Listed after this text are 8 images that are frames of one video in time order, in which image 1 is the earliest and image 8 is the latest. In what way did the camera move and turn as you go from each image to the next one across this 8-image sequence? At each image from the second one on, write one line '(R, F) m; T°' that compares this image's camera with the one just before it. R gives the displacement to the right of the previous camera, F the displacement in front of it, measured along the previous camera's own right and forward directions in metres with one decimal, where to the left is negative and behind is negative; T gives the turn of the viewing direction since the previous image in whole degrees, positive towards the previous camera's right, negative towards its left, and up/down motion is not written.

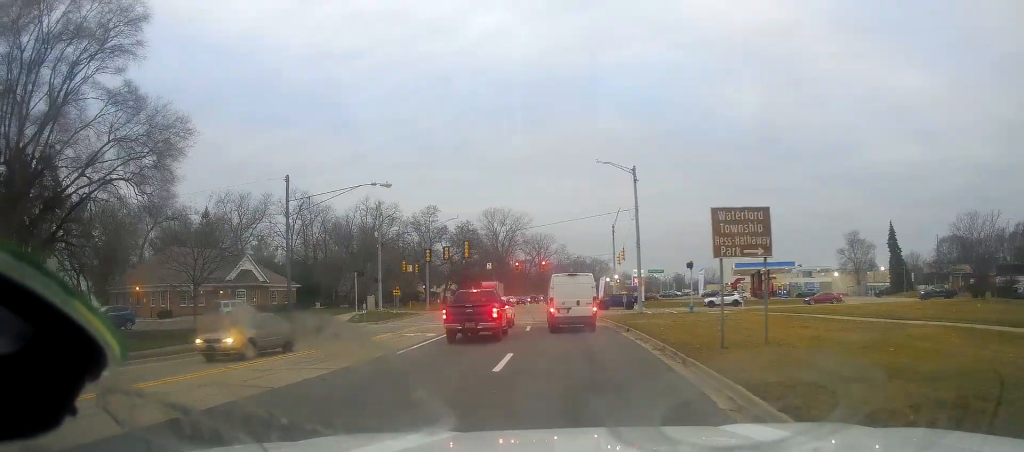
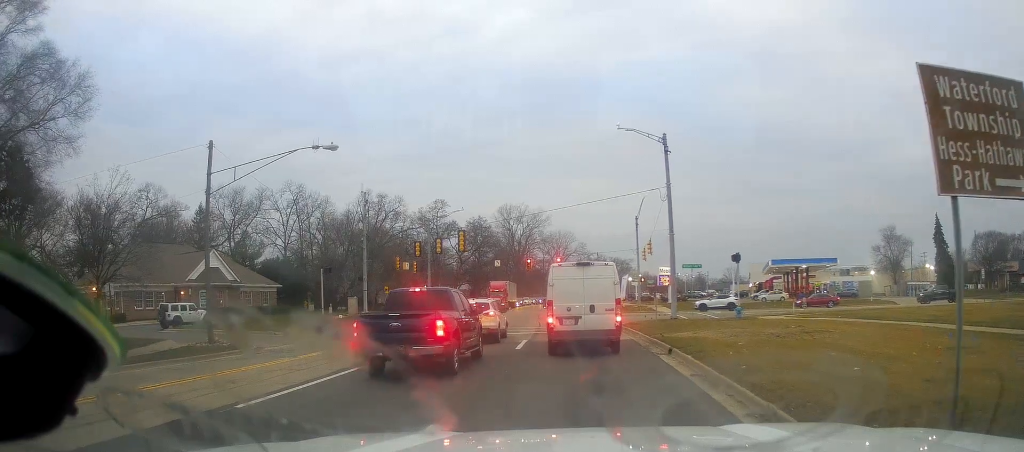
(+0.1, +9.0) m; +2°
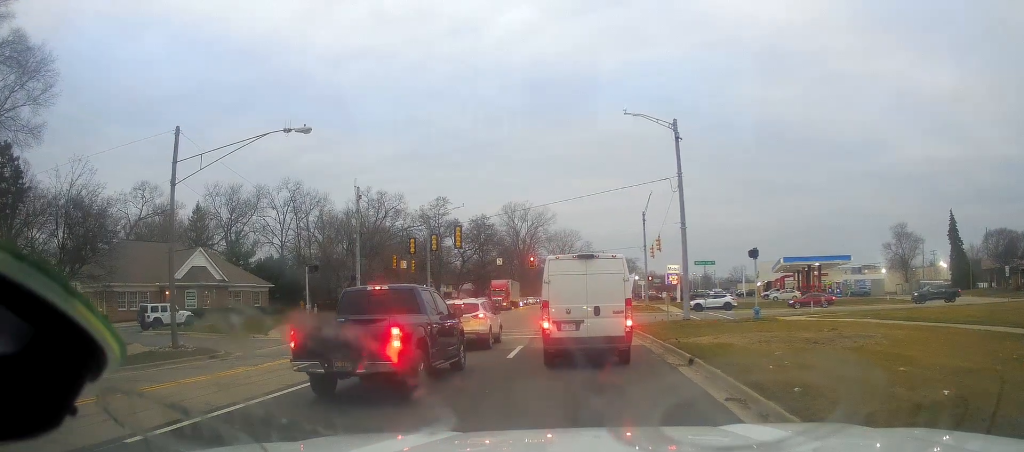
(-0.1, +2.6) m; +2°
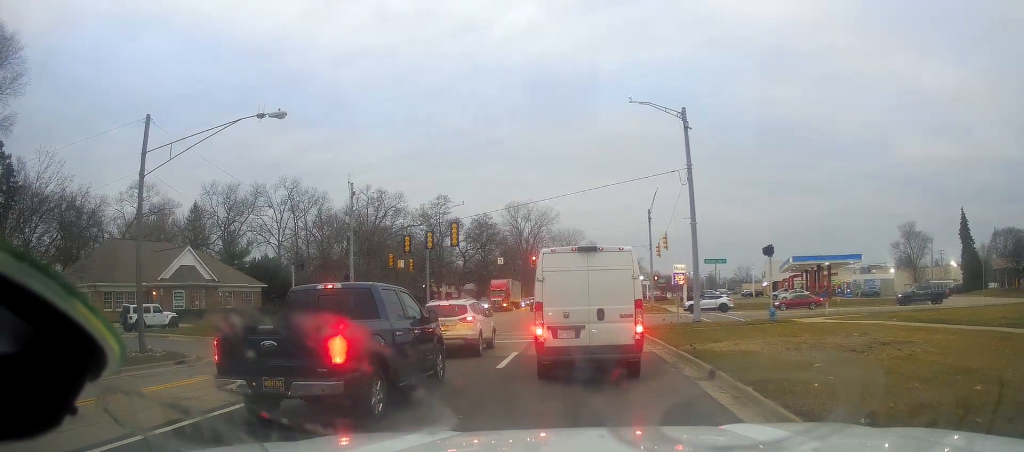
(+0.1, +2.1) m; +1°
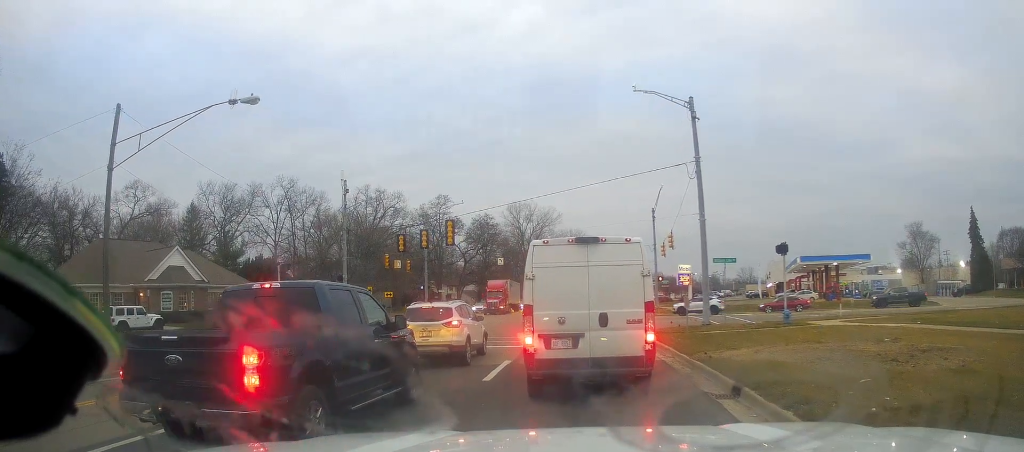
(+0.3, +1.3) m; 0°
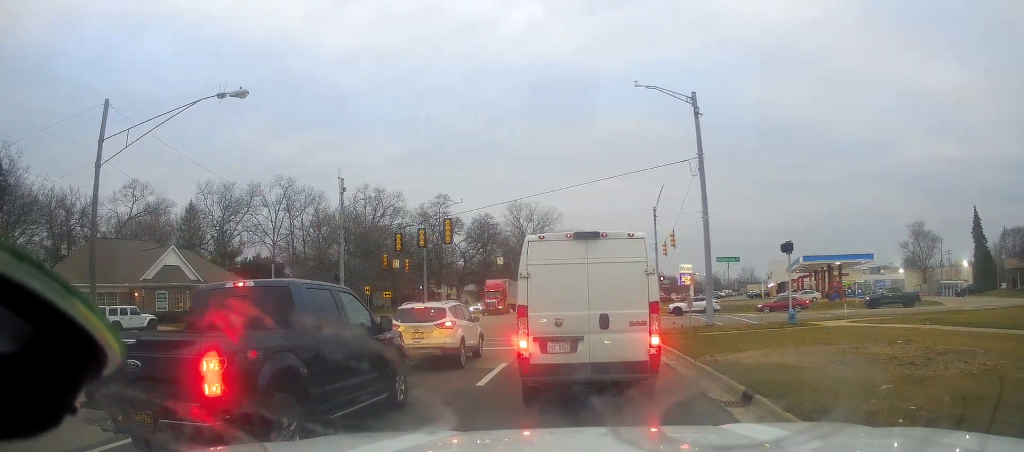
(+0.1, +0.3) m; 0°
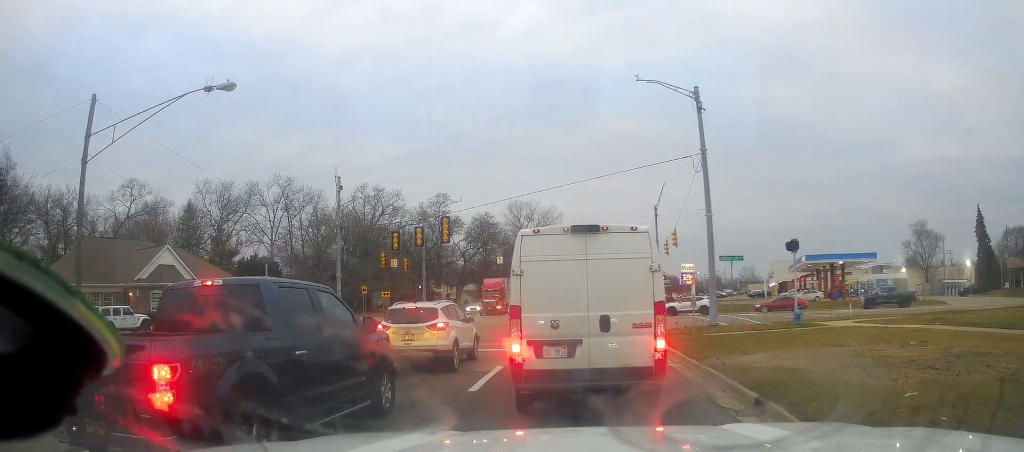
(+0.1, +0.3) m; 0°
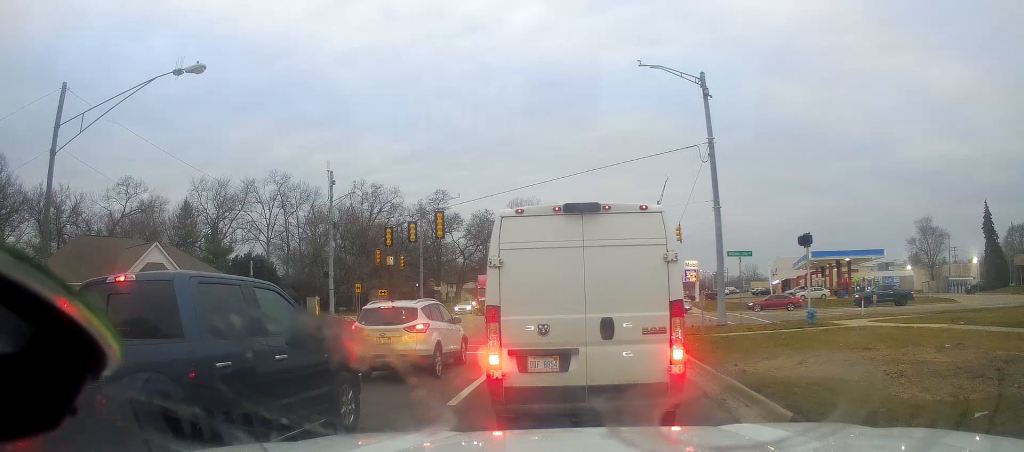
(+0.1, +0.5) m; 0°
